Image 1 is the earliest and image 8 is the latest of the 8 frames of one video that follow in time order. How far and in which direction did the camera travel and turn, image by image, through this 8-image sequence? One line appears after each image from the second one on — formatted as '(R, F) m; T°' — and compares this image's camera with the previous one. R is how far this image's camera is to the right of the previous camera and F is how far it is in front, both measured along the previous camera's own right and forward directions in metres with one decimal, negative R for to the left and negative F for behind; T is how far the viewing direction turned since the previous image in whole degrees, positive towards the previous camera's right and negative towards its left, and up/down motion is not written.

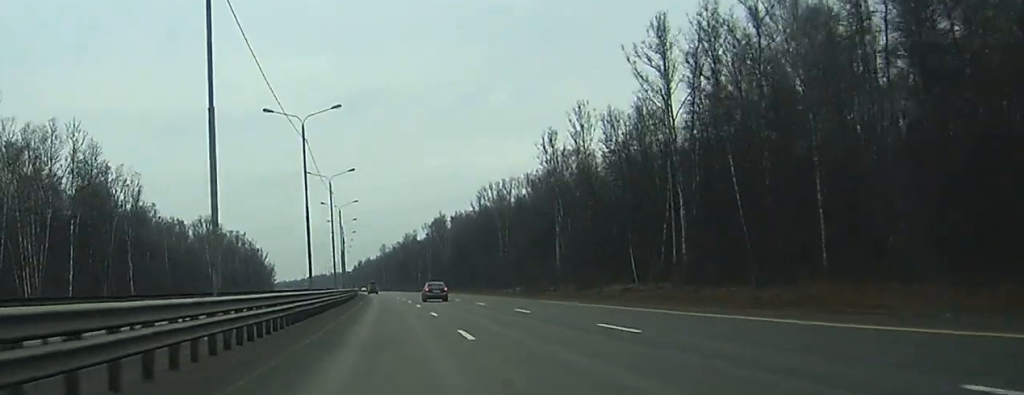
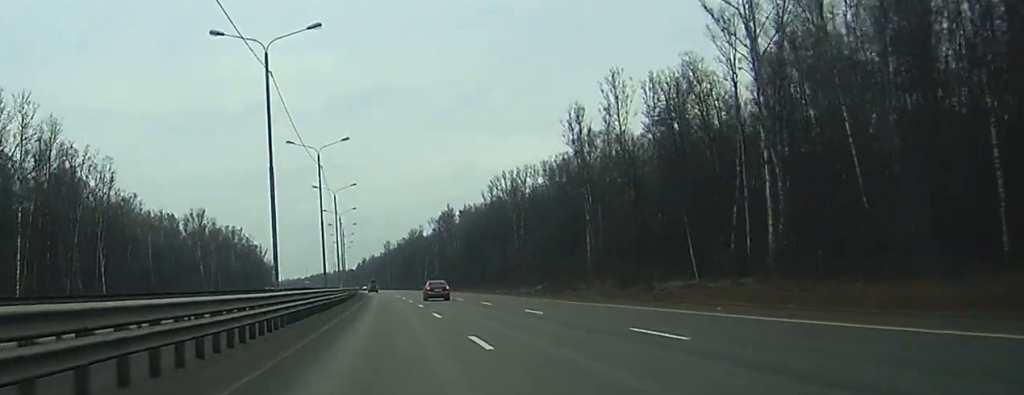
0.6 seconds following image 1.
(-0.1, +20.1) m; 0°
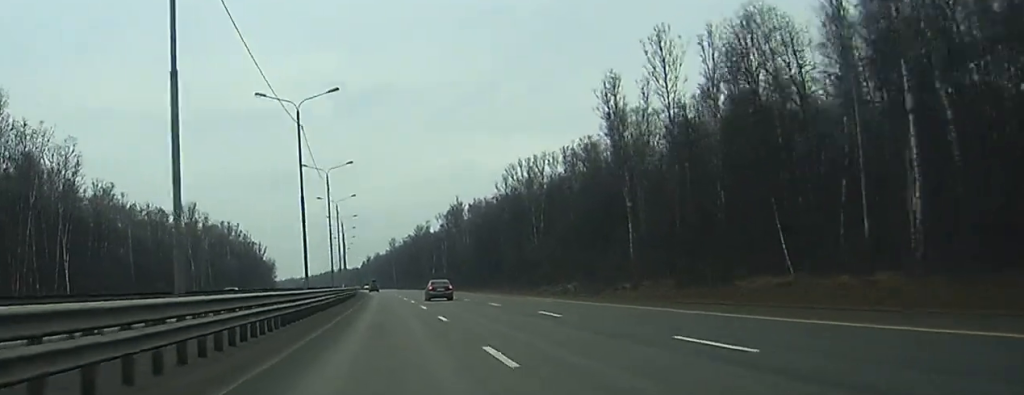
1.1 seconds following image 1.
(-0.2, +19.7) m; 0°
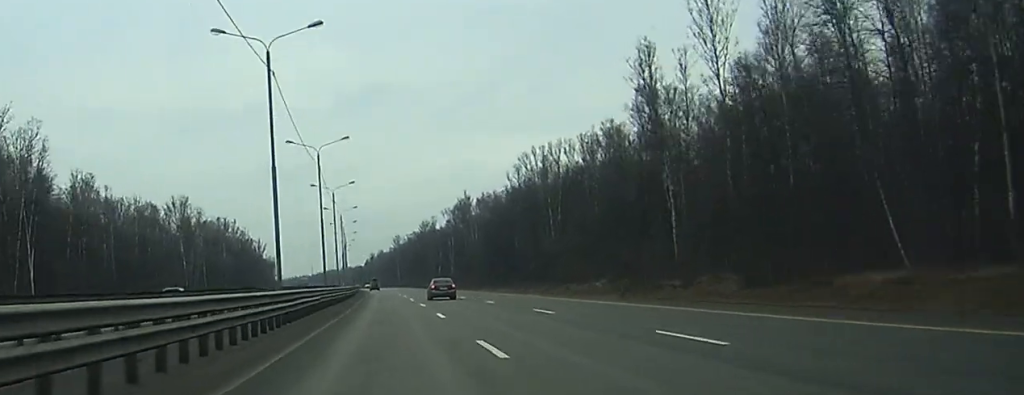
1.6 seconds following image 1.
(0.0, +15.0) m; 0°
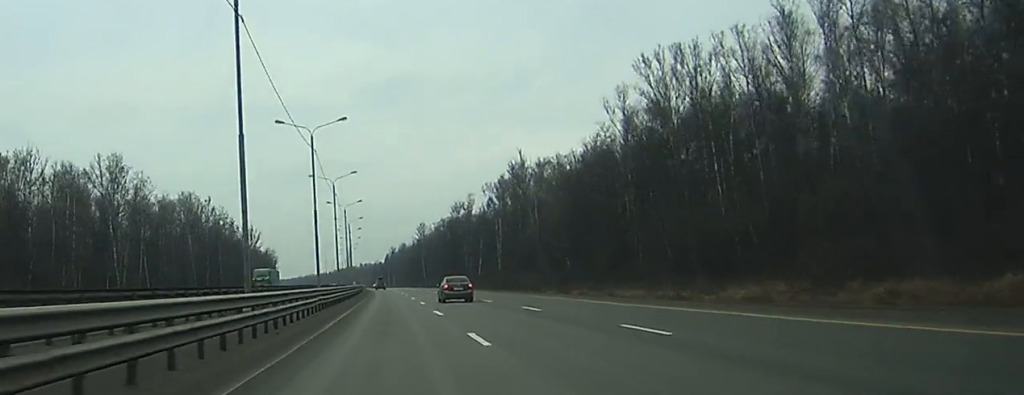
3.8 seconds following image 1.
(-0.7, +76.5) m; -1°
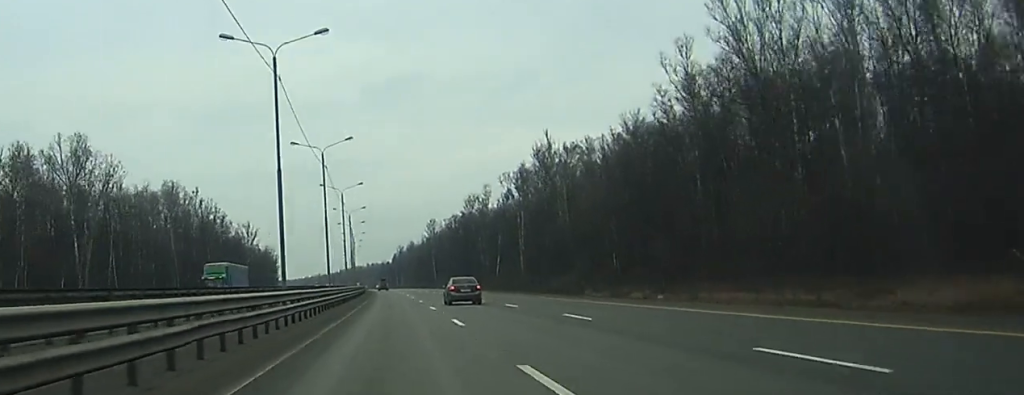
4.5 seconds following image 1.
(-0.1, +24.1) m; 0°
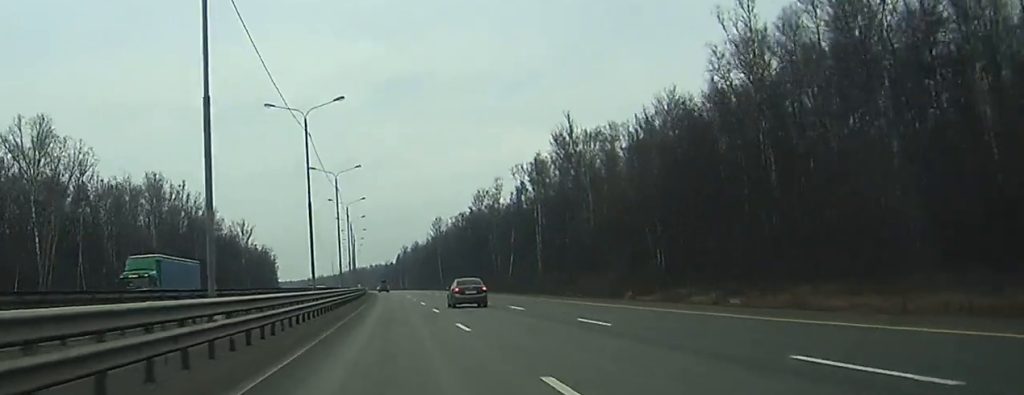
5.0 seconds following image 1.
(0.0, +17.3) m; 0°
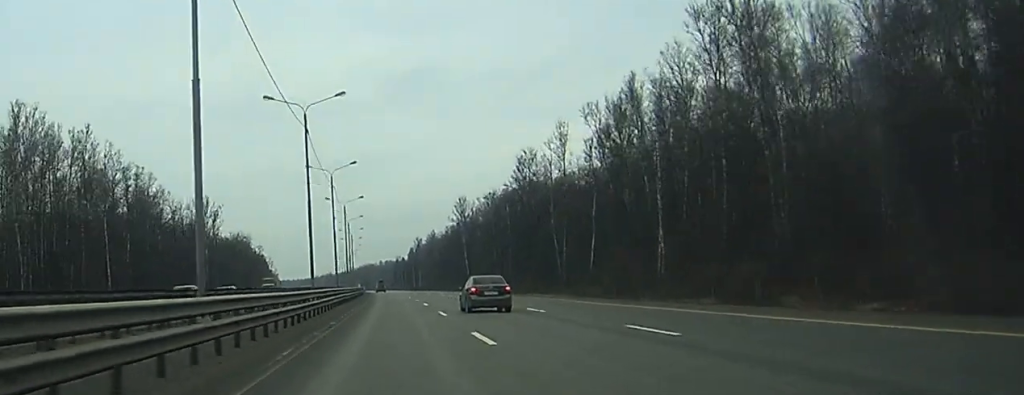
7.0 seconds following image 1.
(-0.6, +69.7) m; -1°
